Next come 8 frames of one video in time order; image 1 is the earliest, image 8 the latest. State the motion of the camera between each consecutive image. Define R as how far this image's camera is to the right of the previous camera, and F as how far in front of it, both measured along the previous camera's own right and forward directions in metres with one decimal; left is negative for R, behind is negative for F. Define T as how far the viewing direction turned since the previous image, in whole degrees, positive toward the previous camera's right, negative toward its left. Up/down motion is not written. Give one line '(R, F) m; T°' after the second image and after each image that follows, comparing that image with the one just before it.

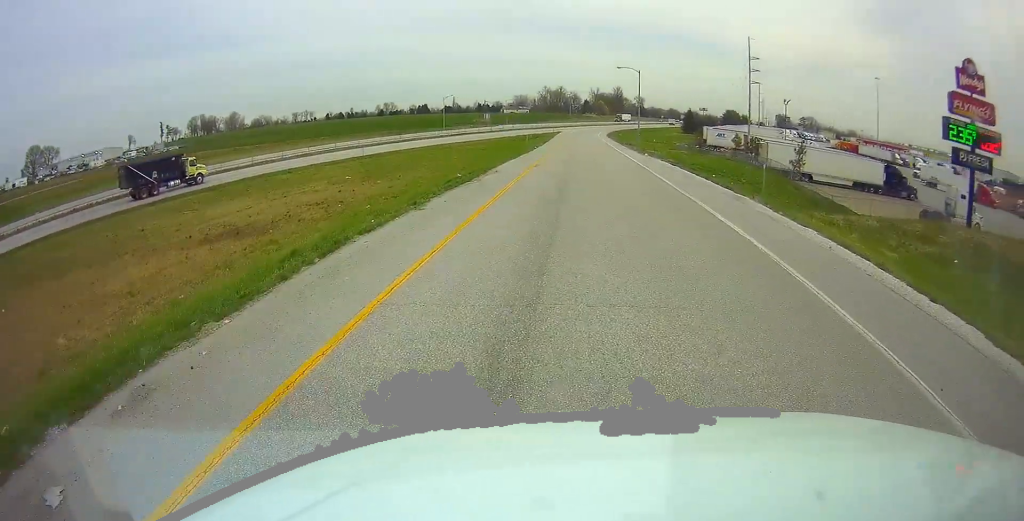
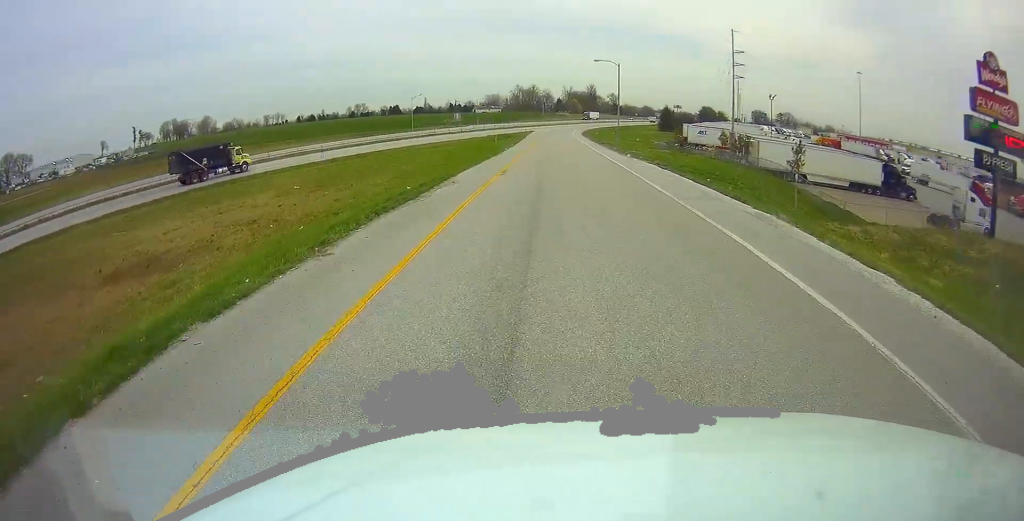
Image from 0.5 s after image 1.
(0.0, +5.3) m; +3°
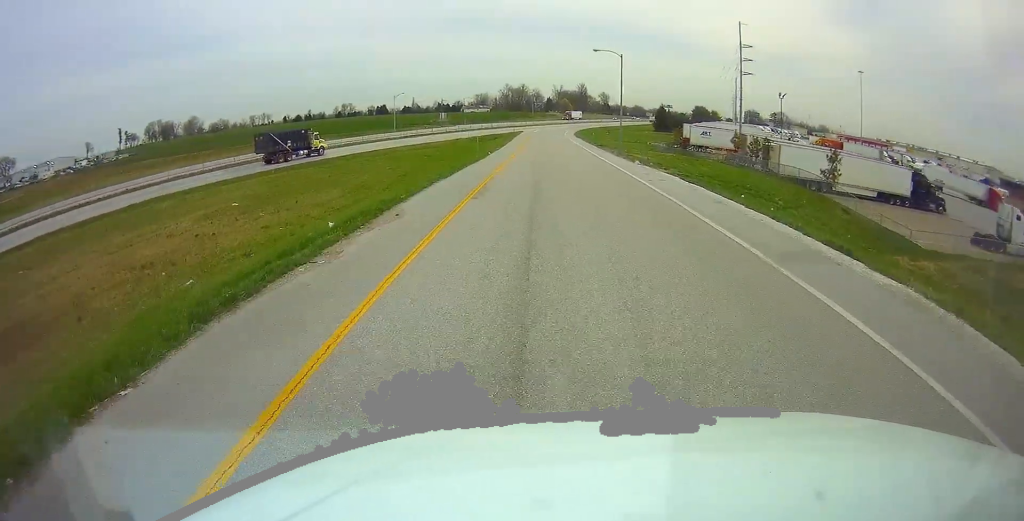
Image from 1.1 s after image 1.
(+0.8, +8.3) m; +1°
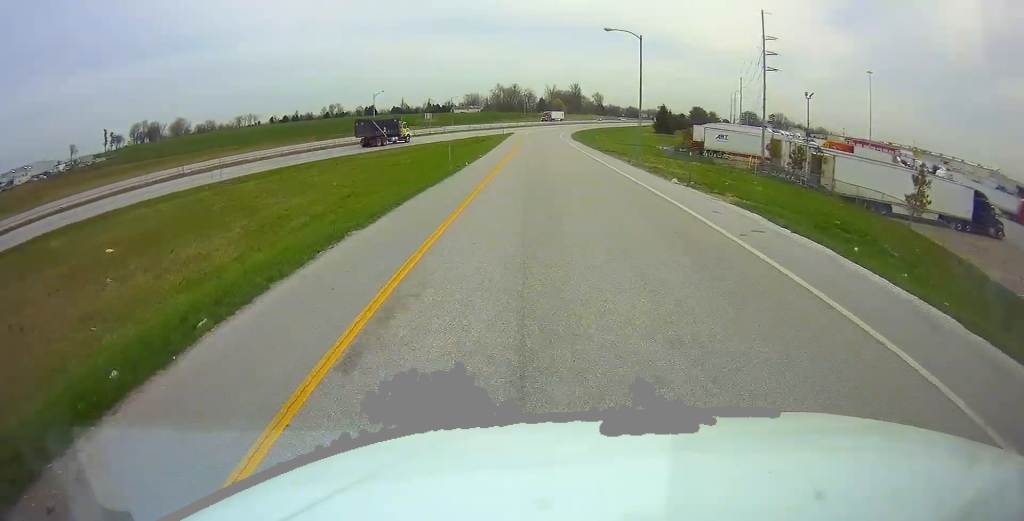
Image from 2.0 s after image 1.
(-0.4, +12.0) m; -1°
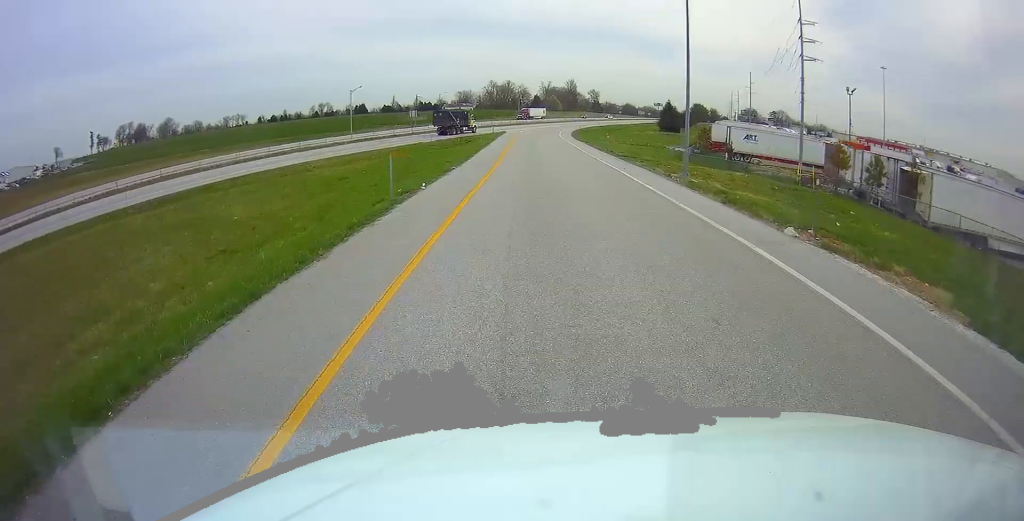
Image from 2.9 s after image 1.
(0.0, +13.1) m; 0°
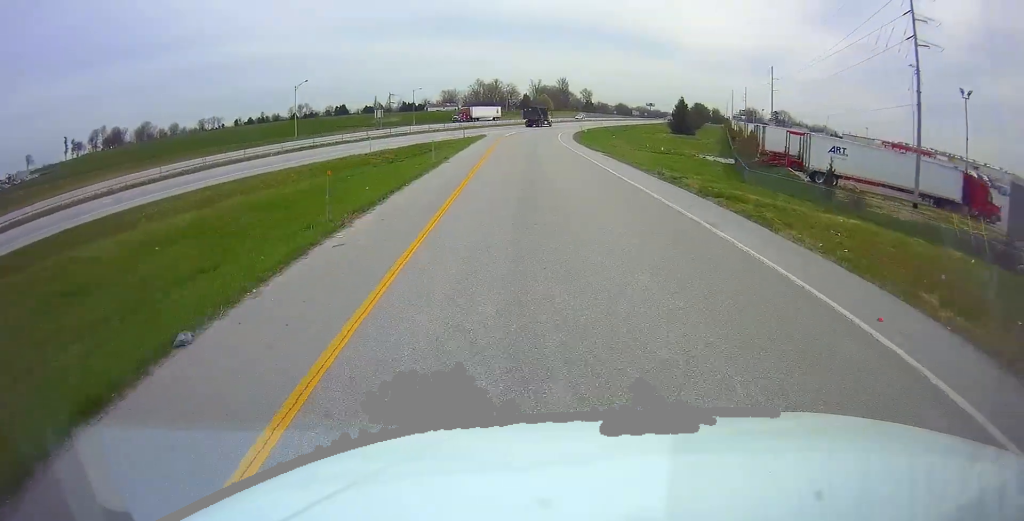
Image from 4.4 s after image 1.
(+0.2, +24.1) m; +1°
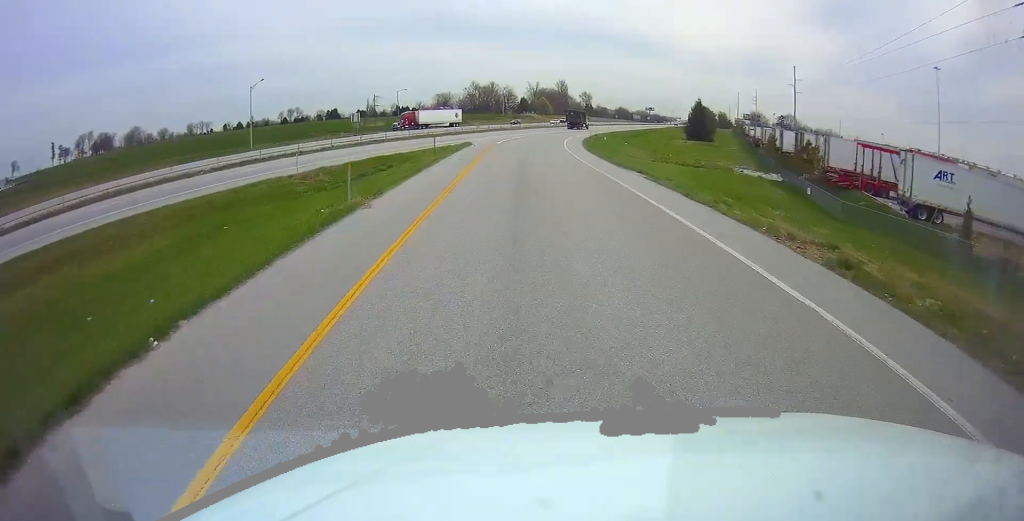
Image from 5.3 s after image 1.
(0.0, +16.1) m; 0°
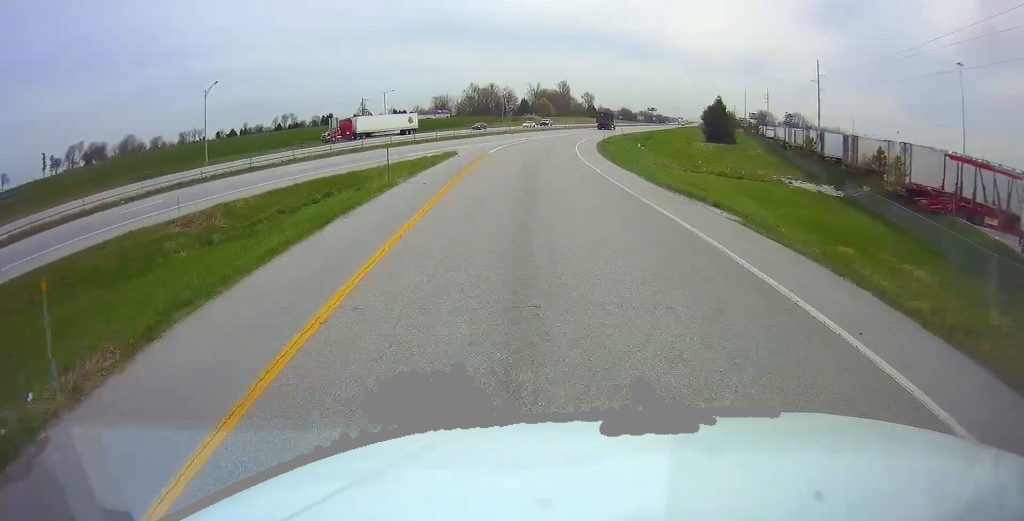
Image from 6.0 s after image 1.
(0.0, +13.1) m; +1°
